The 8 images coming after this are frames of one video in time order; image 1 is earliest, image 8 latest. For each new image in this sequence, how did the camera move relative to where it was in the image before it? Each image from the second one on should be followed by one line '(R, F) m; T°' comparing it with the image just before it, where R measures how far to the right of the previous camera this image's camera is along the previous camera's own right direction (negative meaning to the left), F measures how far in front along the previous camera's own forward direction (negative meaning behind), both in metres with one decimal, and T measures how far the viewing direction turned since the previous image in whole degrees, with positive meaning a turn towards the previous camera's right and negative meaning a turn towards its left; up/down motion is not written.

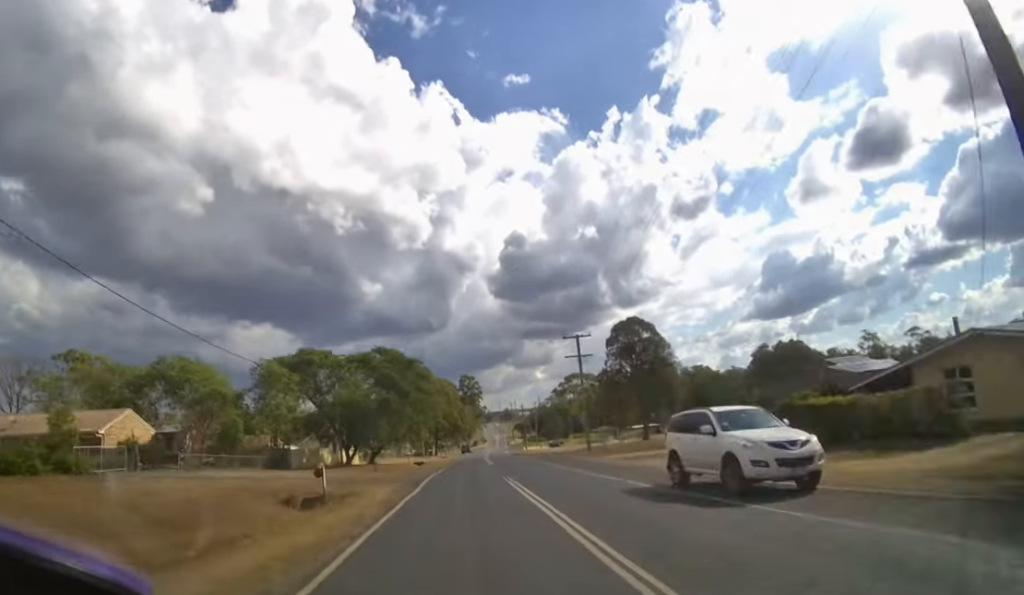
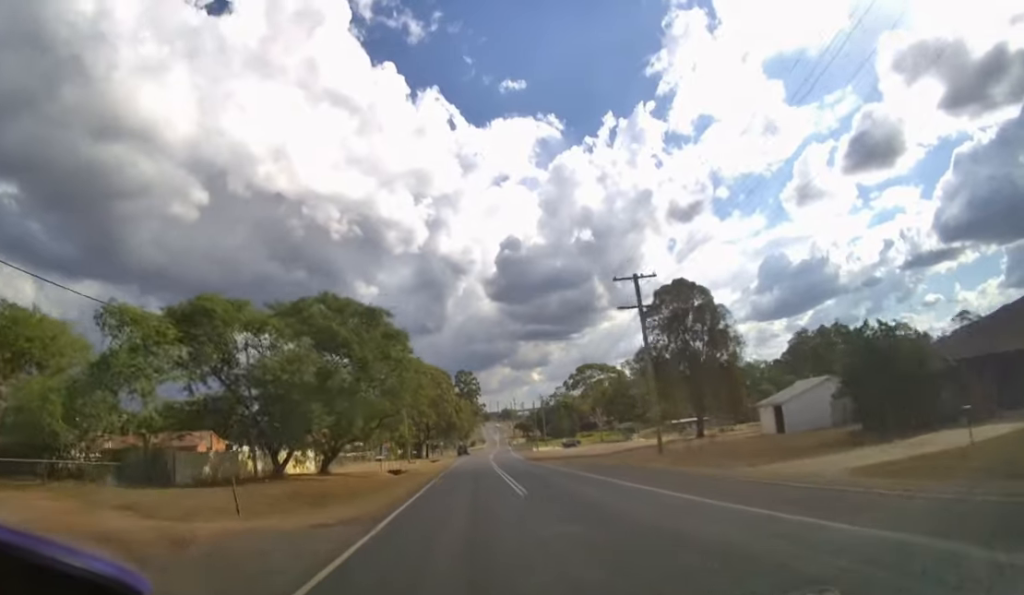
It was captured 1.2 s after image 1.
(+0.2, +18.3) m; +1°
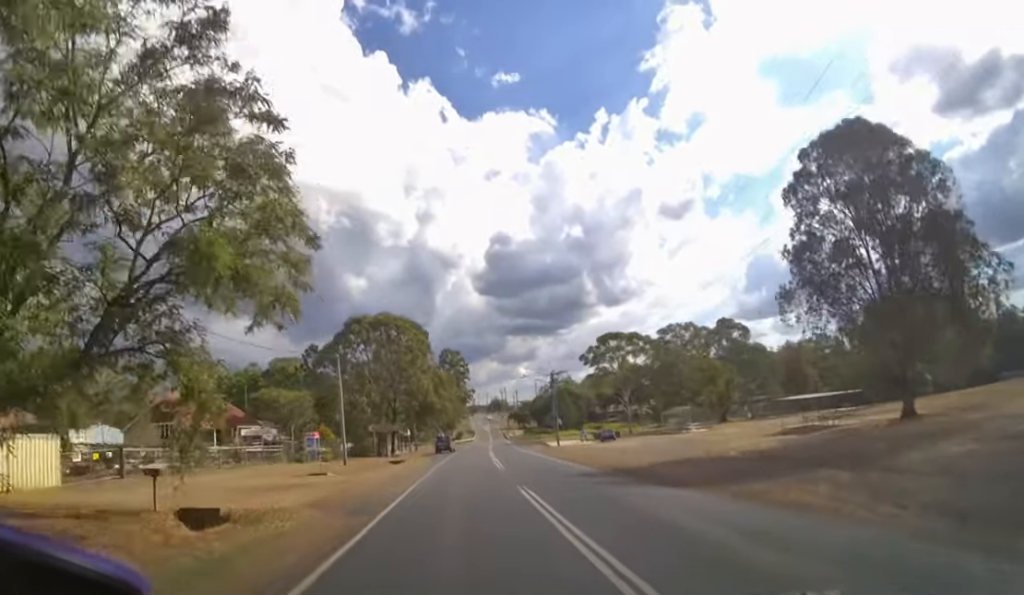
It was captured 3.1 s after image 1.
(+0.4, +32.0) m; +1°
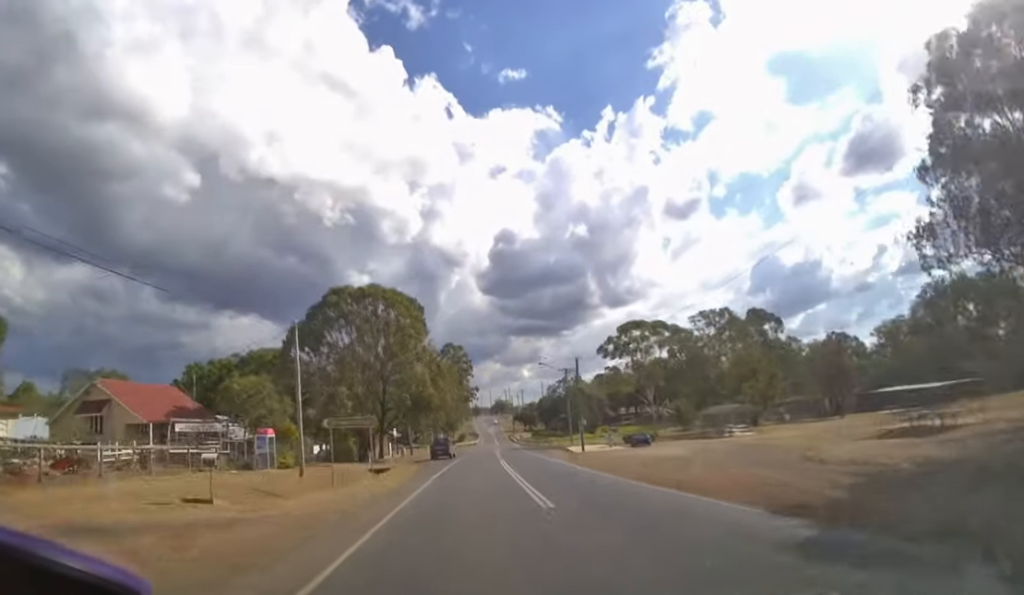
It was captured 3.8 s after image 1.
(0.0, +12.8) m; 0°
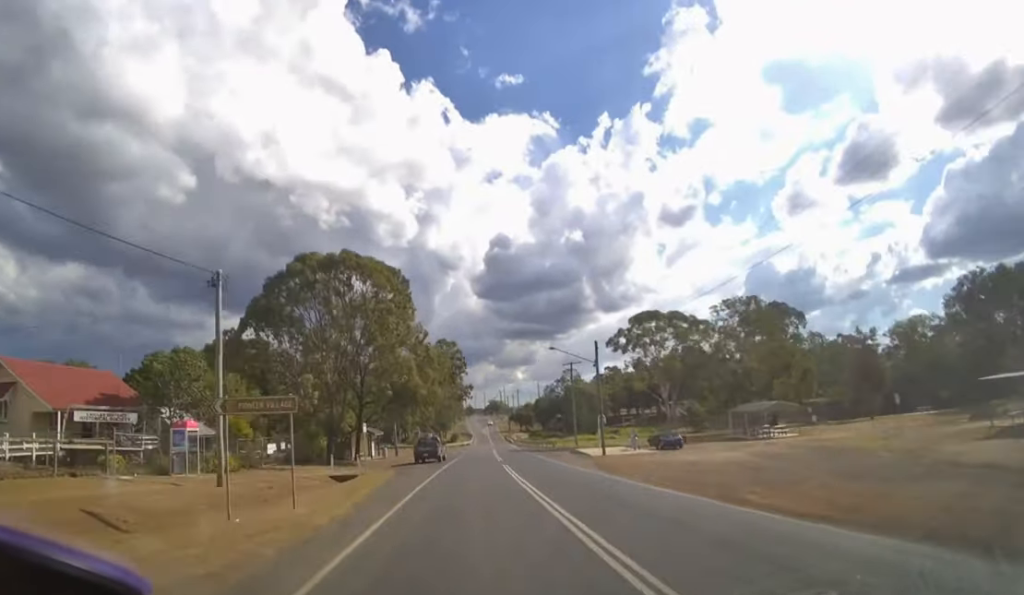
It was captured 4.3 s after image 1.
(0.0, +9.0) m; +1°
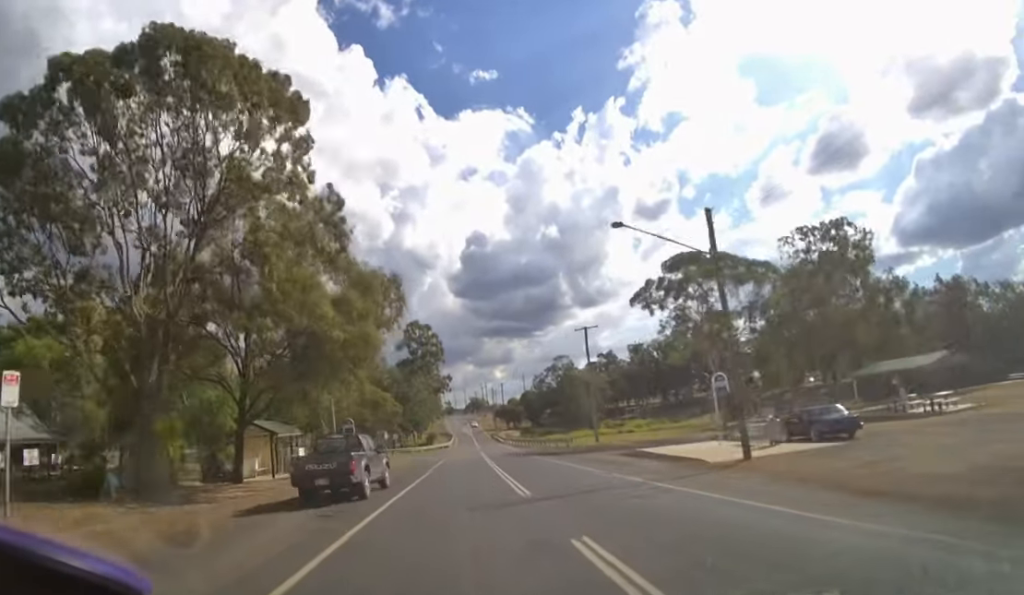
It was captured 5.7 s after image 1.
(+0.3, +21.9) m; +1°
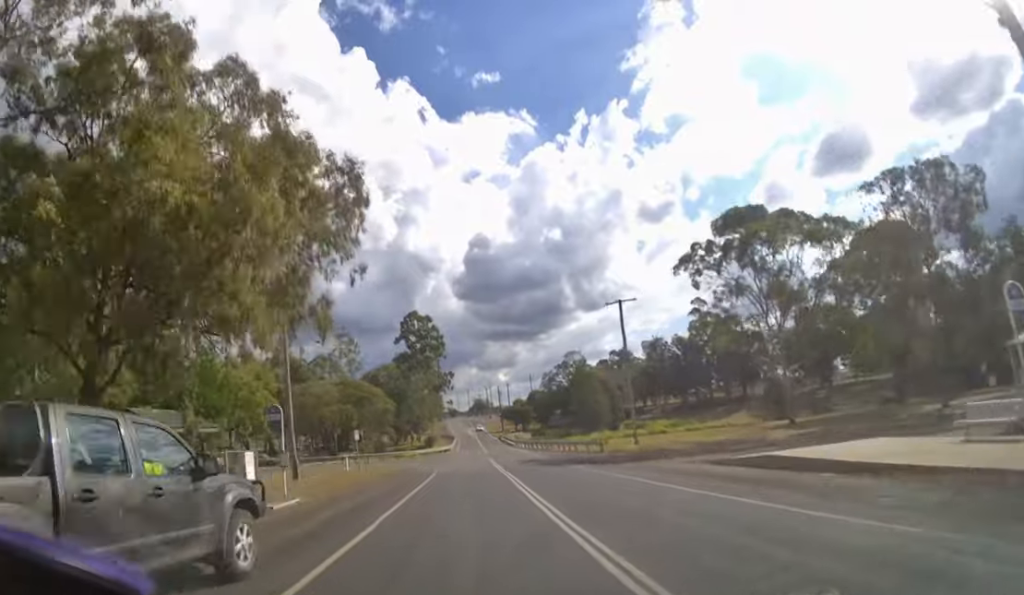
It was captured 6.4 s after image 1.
(+0.1, +10.9) m; 0°
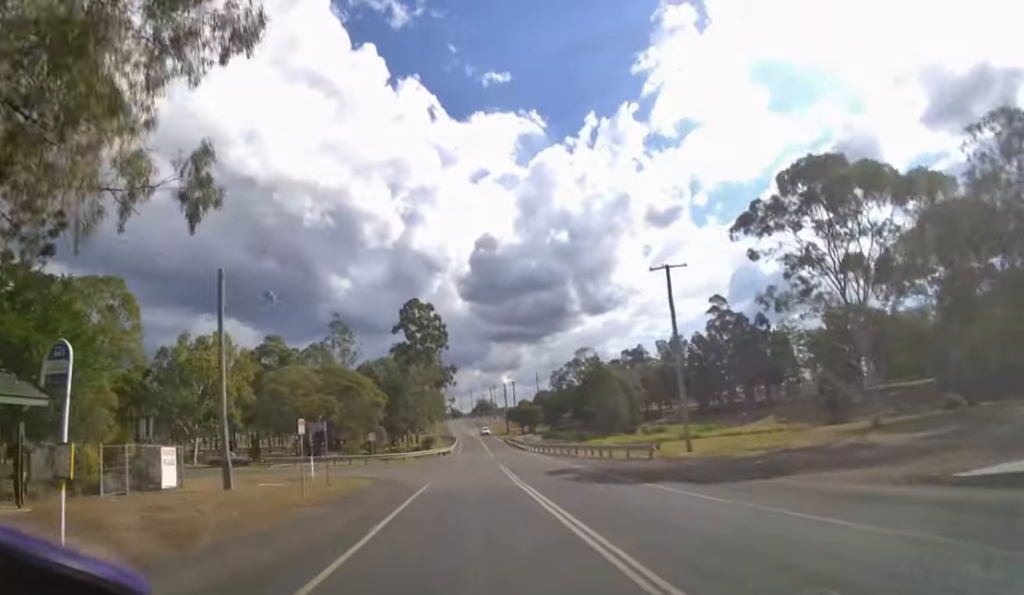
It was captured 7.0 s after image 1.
(0.0, +8.7) m; 0°
